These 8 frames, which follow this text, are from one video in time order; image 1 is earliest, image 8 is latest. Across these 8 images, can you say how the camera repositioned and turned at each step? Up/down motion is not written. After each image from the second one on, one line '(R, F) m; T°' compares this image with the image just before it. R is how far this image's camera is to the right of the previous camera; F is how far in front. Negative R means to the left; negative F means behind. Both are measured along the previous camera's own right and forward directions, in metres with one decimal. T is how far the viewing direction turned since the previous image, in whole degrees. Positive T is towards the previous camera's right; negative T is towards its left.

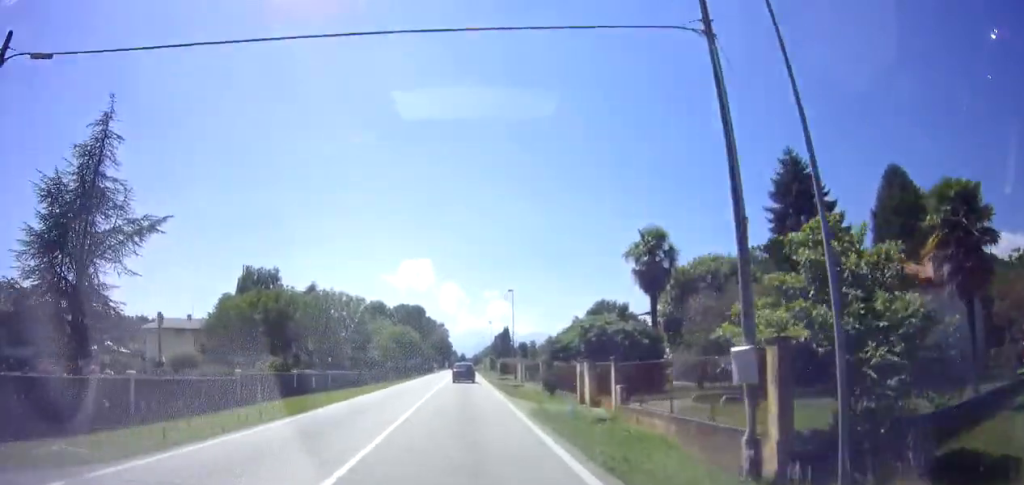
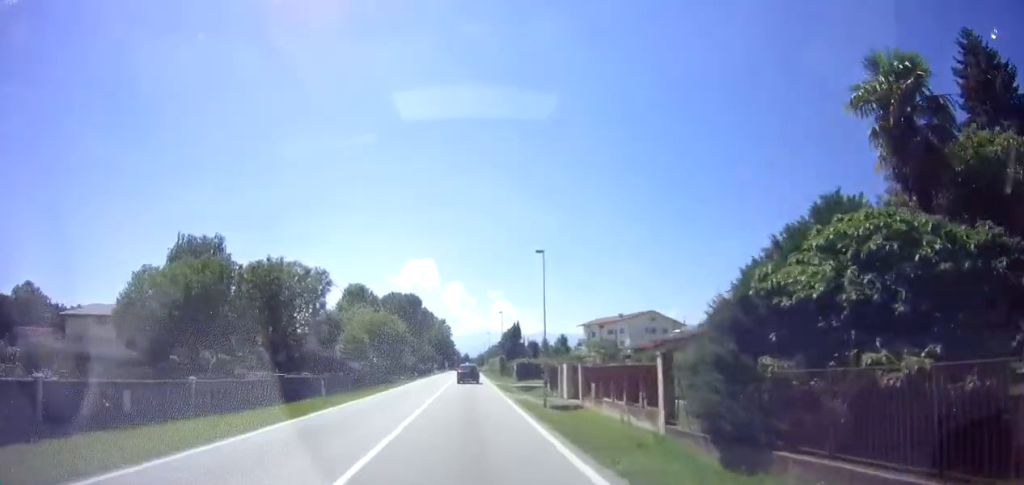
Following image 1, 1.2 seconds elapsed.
(-0.4, +19.3) m; -1°
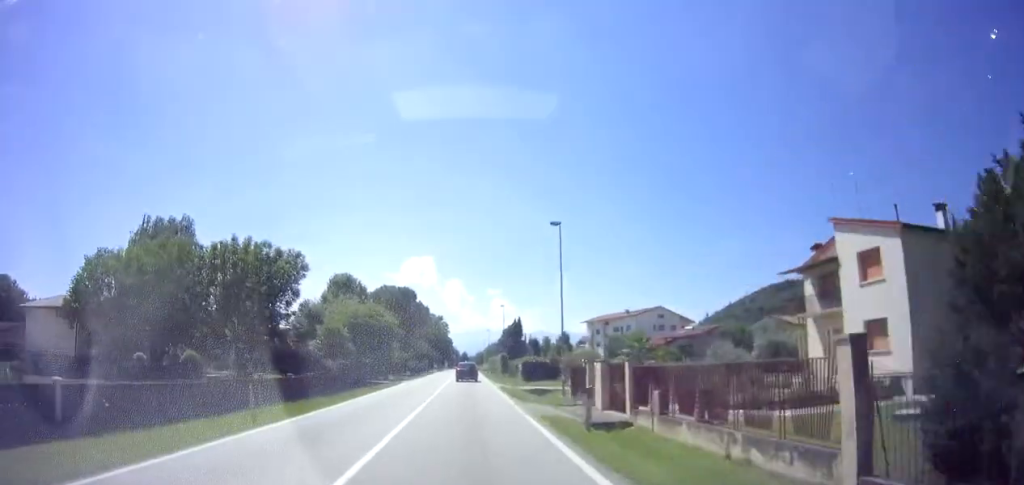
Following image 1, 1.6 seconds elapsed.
(0.0, +6.6) m; 0°
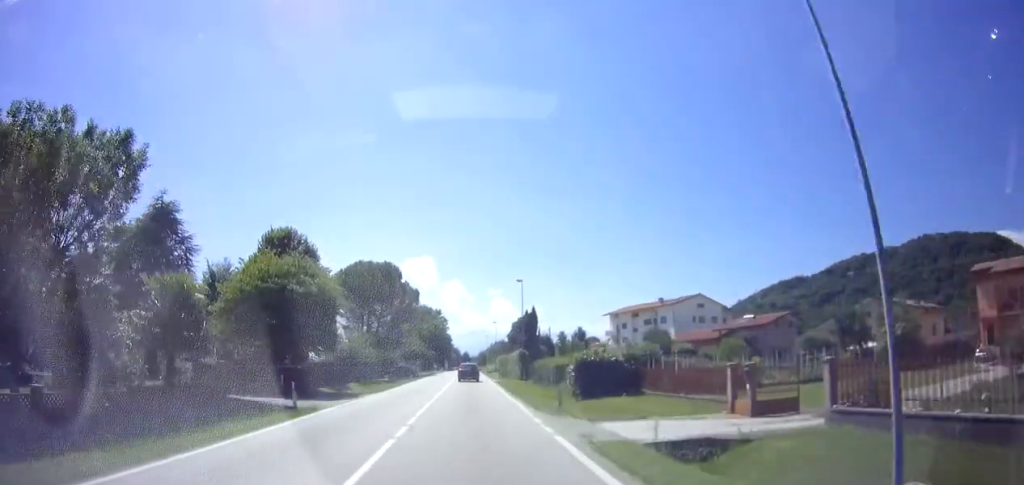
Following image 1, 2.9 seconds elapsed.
(+0.4, +21.5) m; +1°
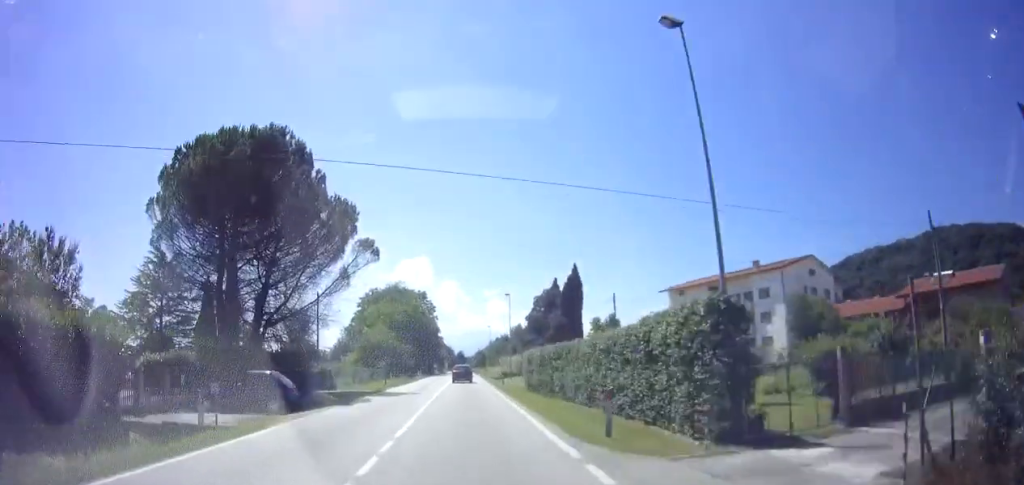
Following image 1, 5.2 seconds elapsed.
(-0.7, +38.6) m; 0°
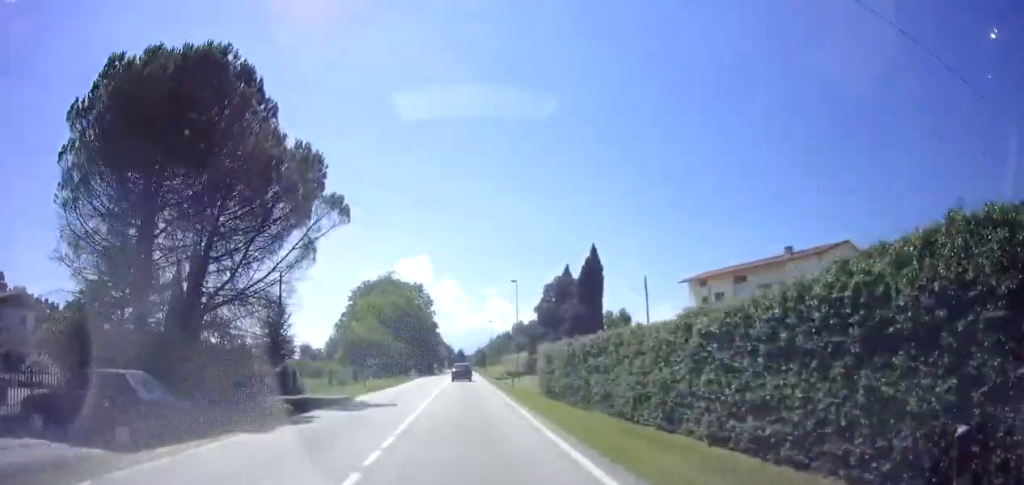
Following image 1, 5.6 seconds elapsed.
(+0.2, +7.9) m; 0°
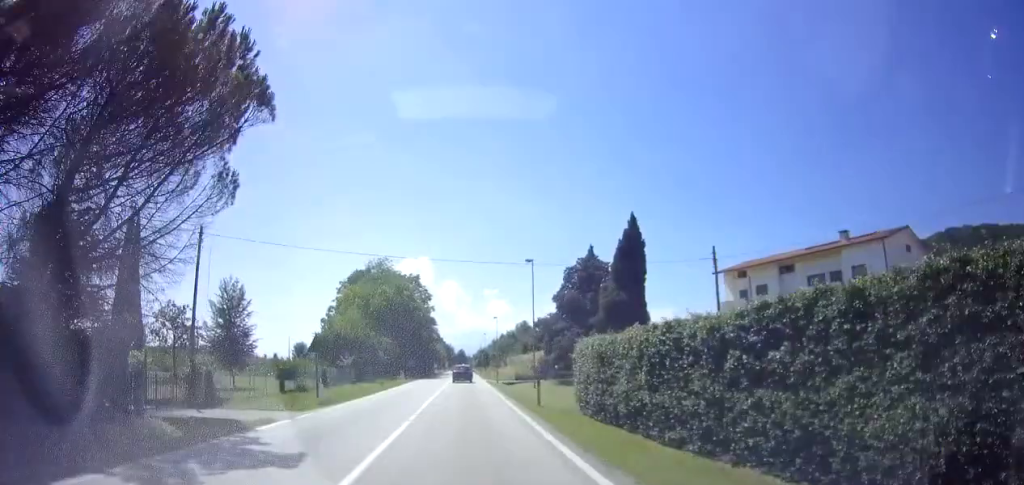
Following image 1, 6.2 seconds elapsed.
(+0.3, +10.2) m; 0°
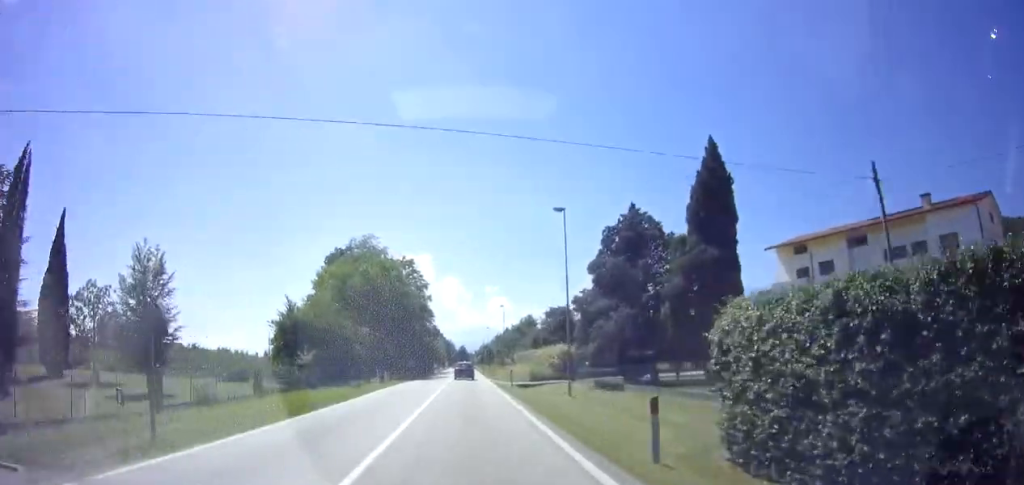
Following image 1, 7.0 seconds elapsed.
(-0.4, +12.6) m; -1°
